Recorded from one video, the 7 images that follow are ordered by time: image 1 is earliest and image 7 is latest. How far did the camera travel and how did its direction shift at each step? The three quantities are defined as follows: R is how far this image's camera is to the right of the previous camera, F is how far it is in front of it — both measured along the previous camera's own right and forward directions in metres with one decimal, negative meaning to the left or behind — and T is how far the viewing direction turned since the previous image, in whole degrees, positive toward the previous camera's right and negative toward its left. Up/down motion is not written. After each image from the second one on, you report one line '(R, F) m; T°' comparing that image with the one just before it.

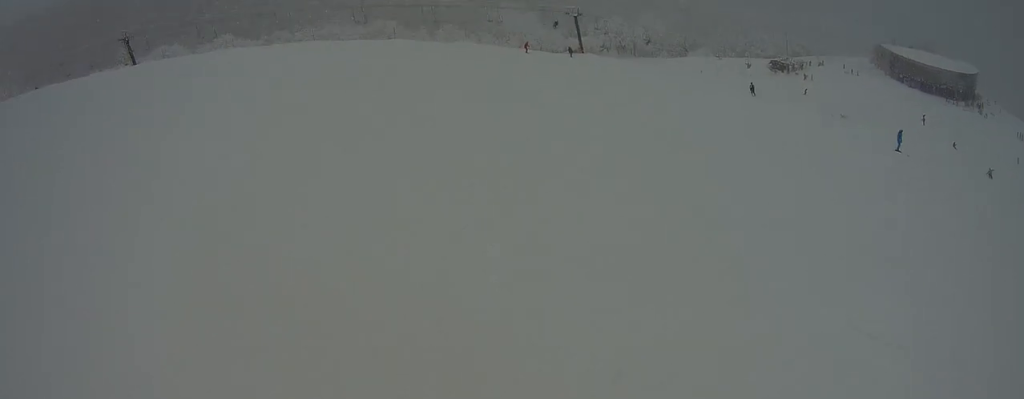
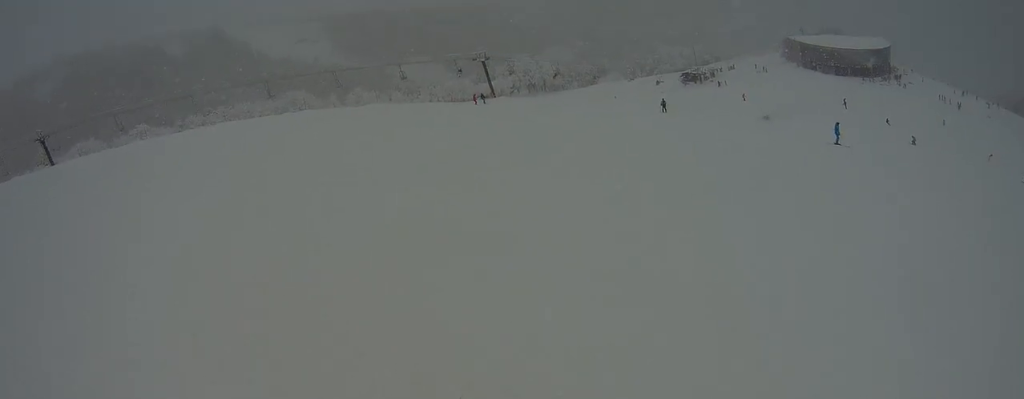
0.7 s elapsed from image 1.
(-0.6, +3.4) m; +5°
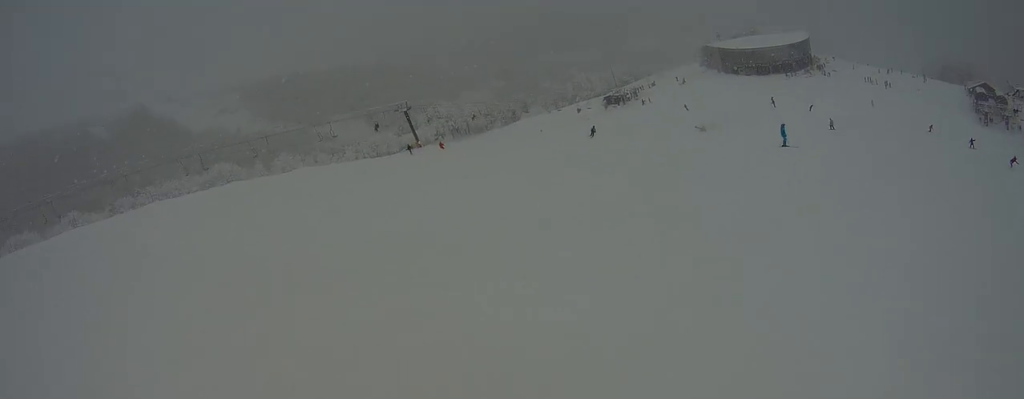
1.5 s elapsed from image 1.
(+0.6, +3.8) m; +34°
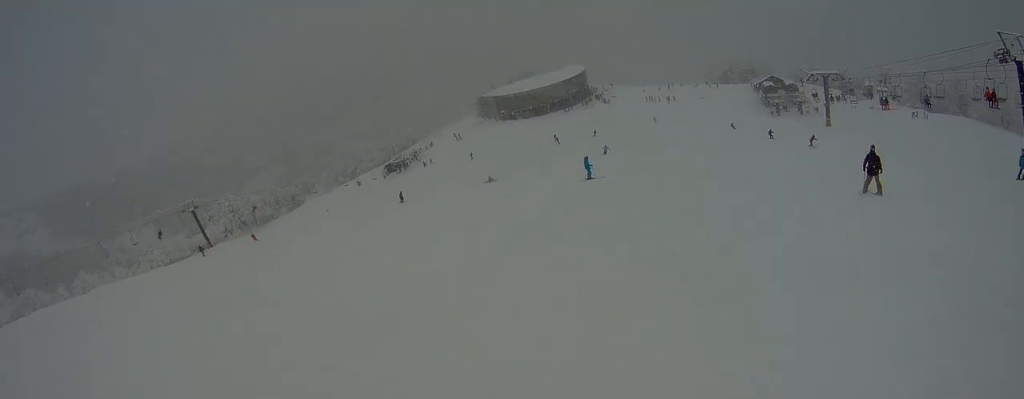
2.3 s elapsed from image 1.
(+1.9, +4.4) m; +36°
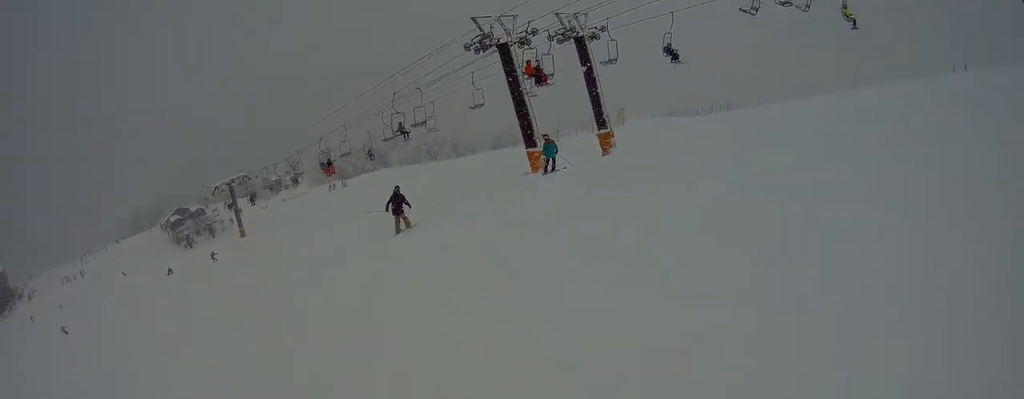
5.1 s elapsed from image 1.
(+6.4, +10.1) m; +75°
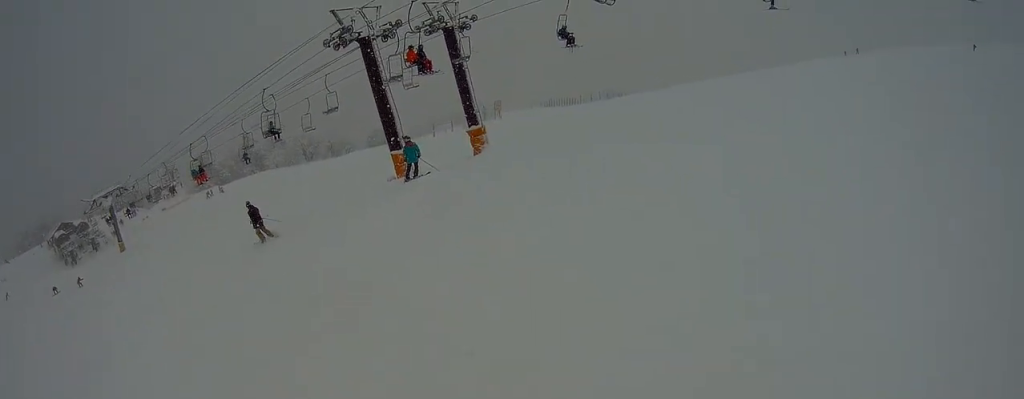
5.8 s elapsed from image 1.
(+0.8, +3.0) m; +12°
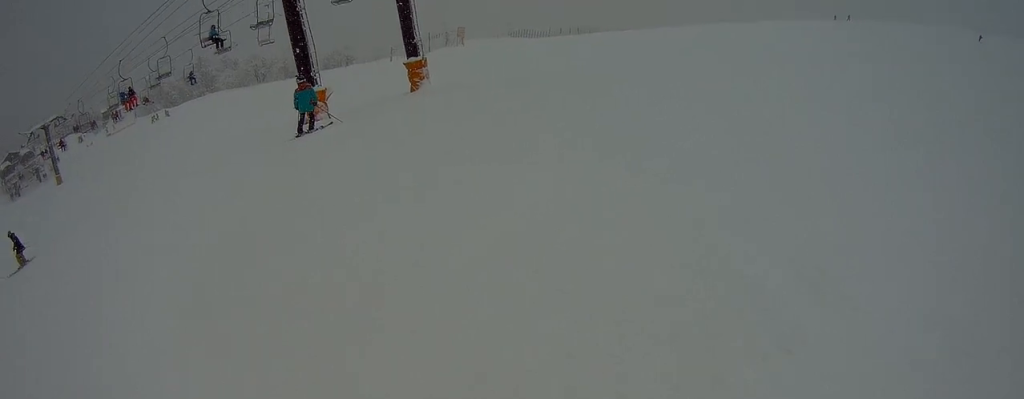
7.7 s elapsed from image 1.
(-0.4, +7.2) m; +21°
